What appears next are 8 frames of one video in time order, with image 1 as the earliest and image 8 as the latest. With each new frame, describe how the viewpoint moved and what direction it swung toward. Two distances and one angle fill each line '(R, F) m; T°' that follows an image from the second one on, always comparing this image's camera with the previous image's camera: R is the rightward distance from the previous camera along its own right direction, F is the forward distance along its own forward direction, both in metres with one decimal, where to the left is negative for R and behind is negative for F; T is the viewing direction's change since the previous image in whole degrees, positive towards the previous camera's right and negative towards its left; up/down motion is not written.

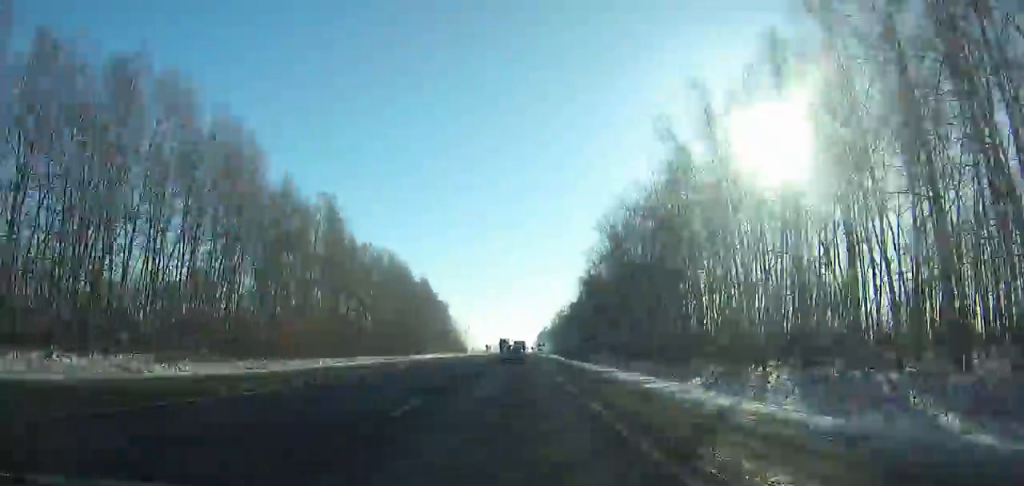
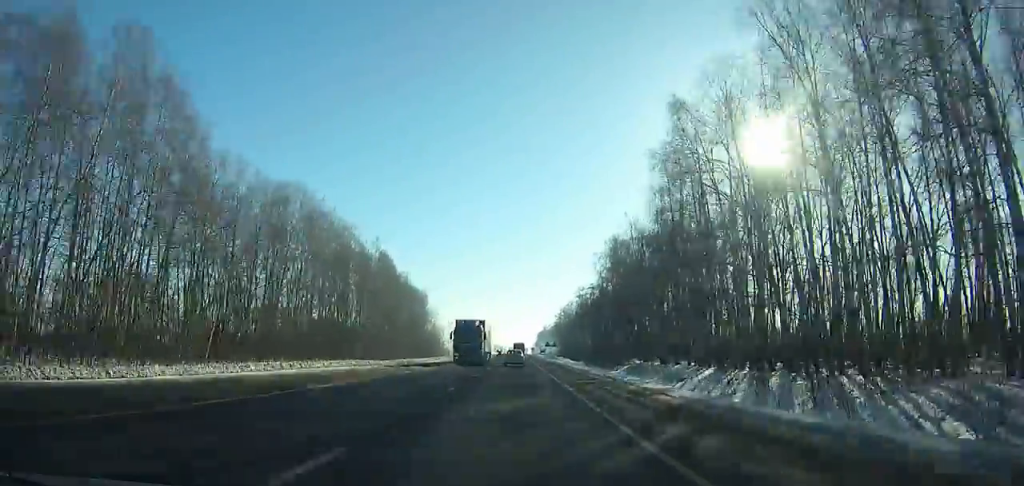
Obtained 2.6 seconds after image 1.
(-0.1, +55.3) m; 0°
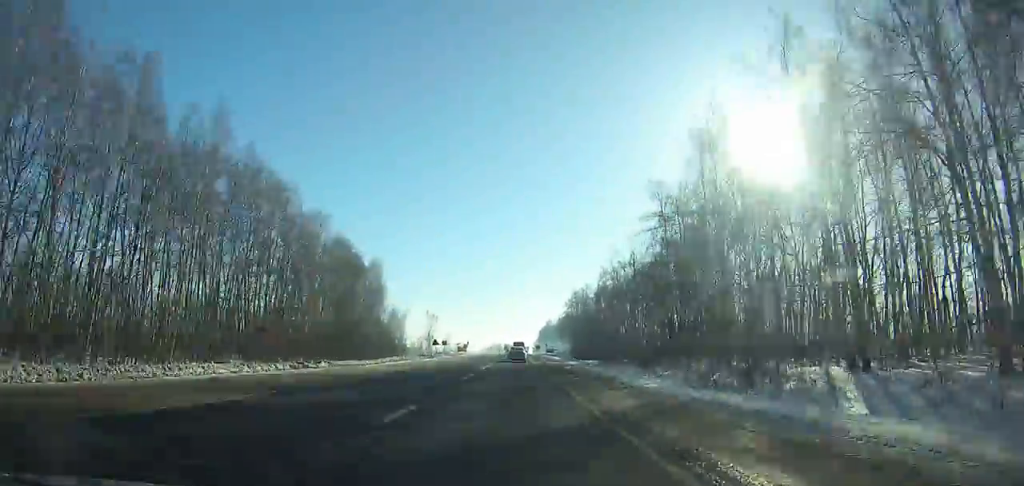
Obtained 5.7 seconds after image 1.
(+0.1, +67.6) m; 0°
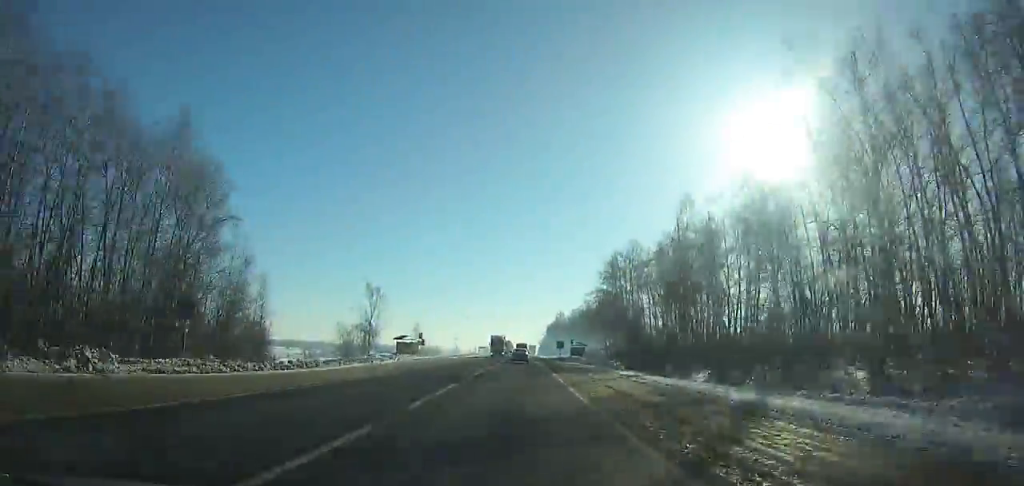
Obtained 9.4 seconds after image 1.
(-0.2, +82.6) m; 0°
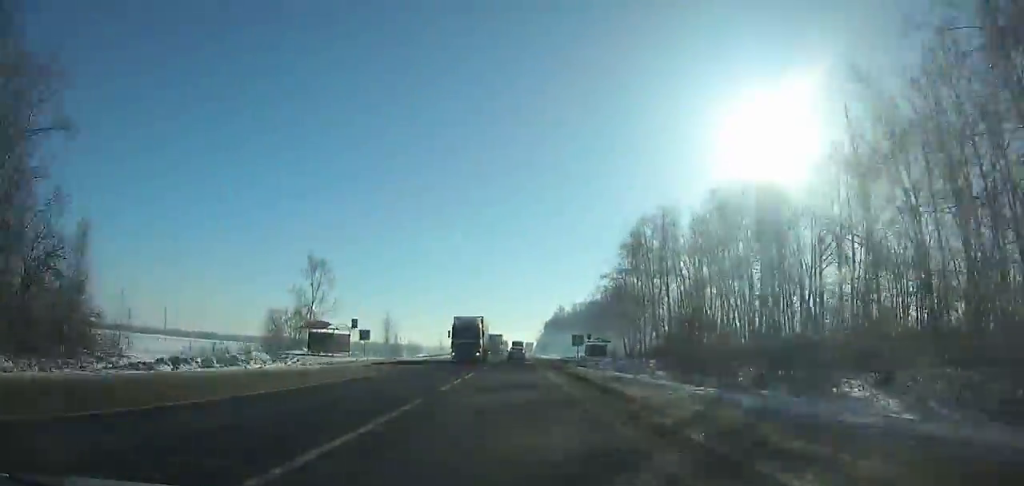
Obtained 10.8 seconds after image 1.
(+0.1, +31.8) m; 0°
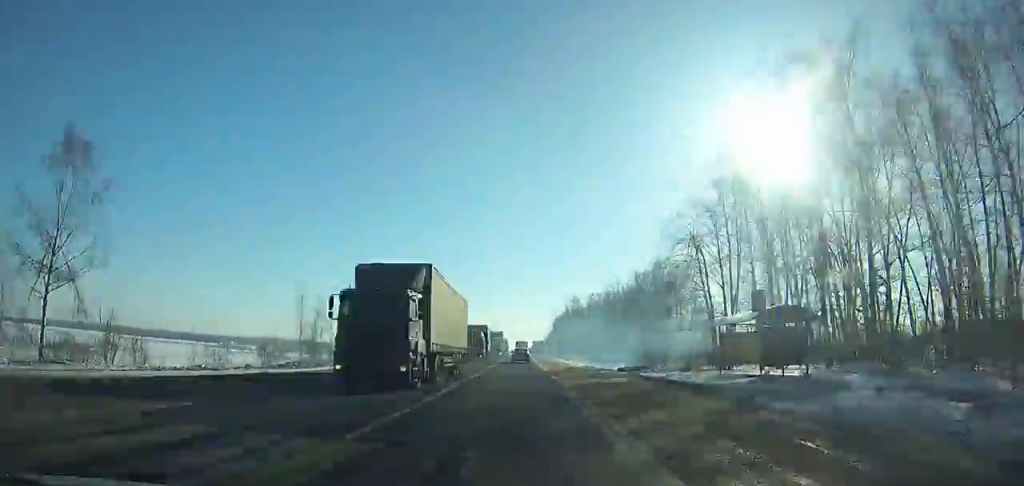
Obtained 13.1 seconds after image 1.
(0.0, +52.3) m; 0°
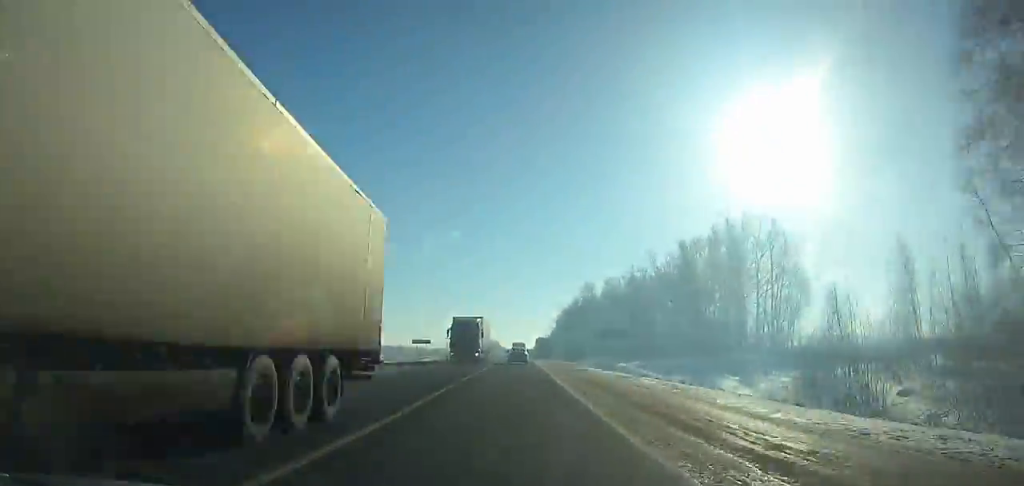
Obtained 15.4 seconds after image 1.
(-0.1, +52.3) m; 0°
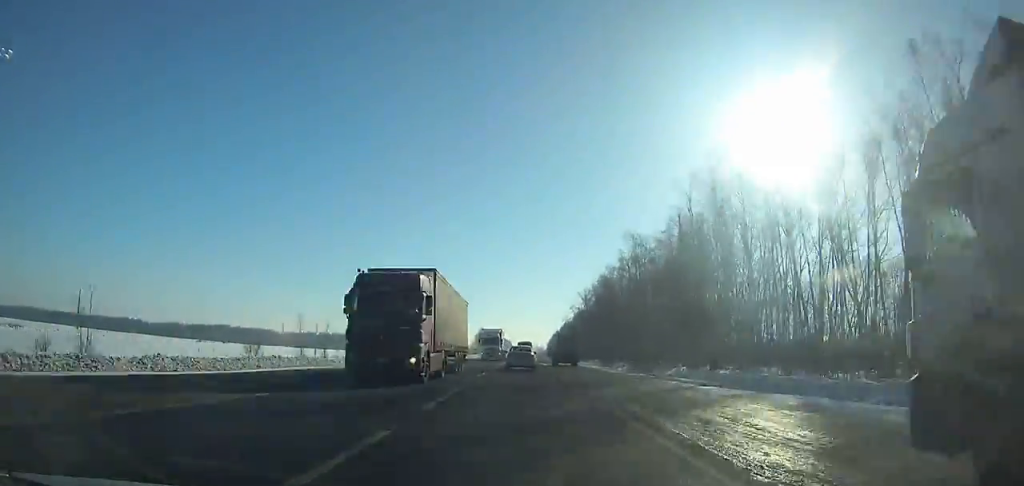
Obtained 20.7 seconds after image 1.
(-0.3, +118.8) m; 0°
